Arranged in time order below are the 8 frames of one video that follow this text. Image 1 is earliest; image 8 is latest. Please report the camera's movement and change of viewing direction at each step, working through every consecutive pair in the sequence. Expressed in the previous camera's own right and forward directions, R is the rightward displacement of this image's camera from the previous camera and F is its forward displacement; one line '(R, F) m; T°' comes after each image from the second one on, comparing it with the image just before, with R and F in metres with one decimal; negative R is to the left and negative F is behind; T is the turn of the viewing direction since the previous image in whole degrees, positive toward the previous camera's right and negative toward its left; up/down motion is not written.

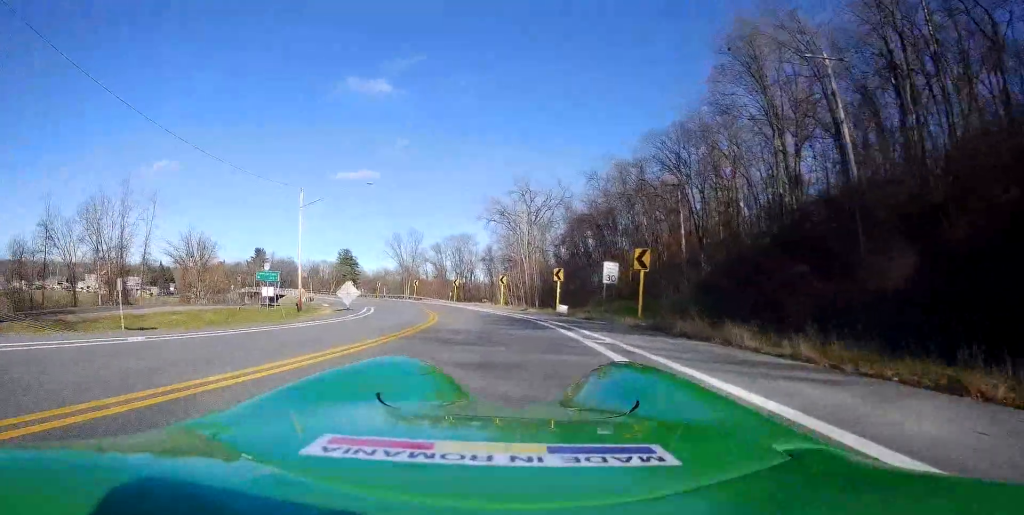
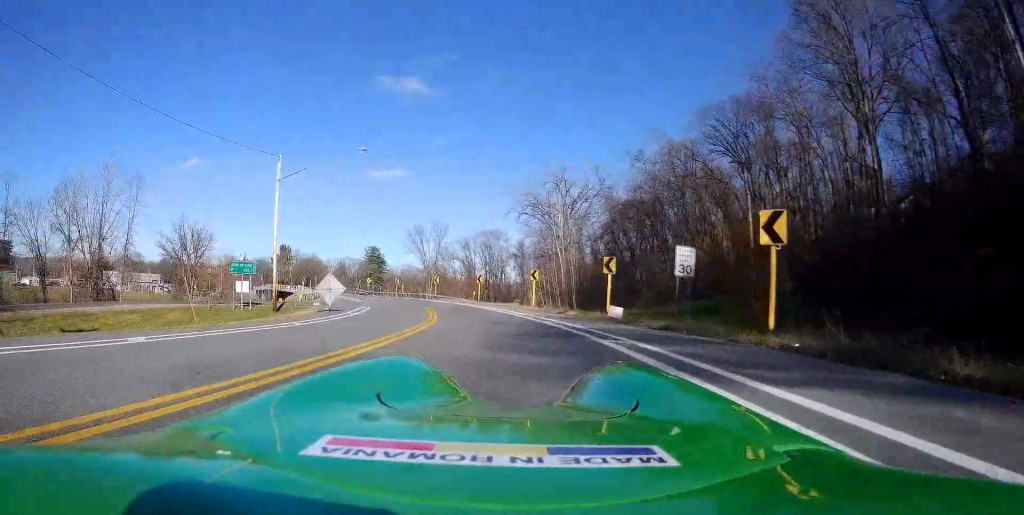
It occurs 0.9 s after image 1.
(-0.4, +9.8) m; -5°
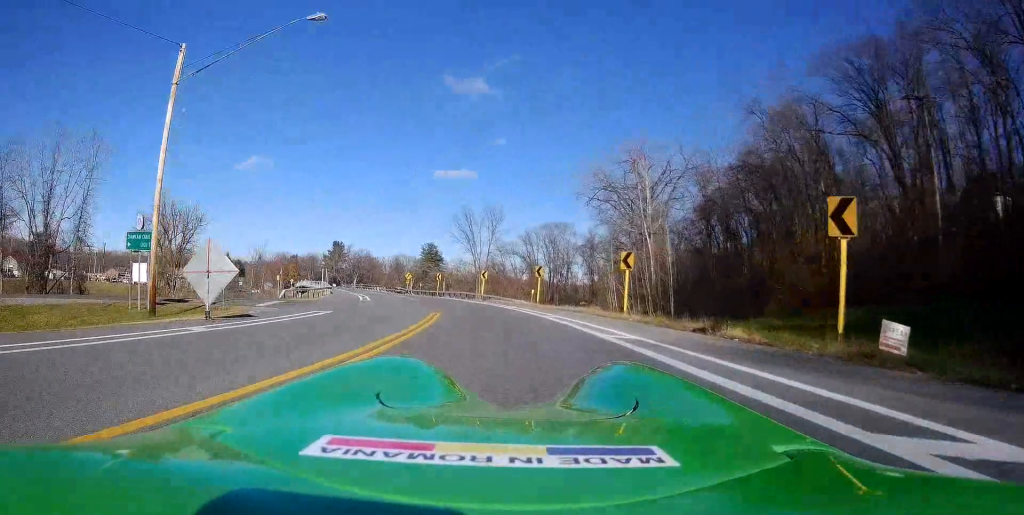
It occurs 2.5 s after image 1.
(-1.3, +16.3) m; -7°
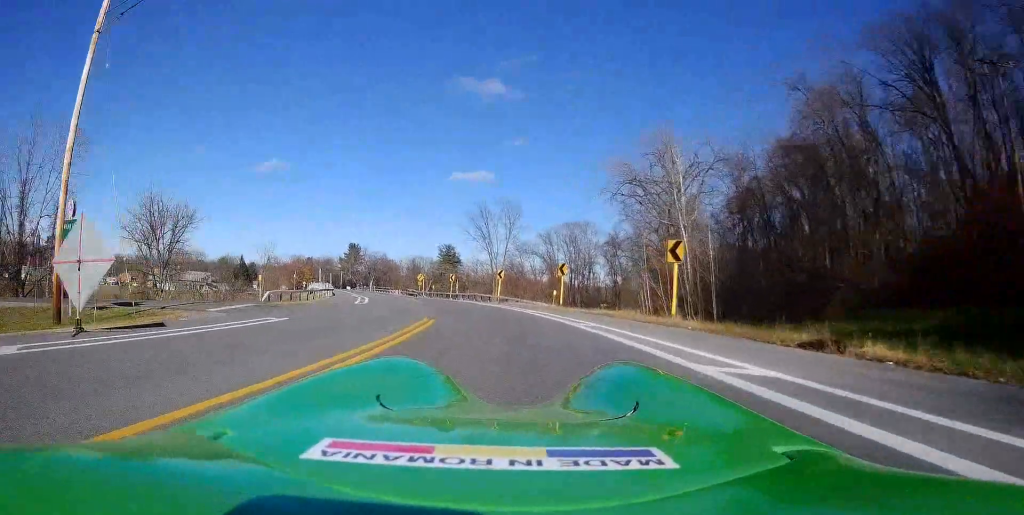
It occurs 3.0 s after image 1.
(0.0, +5.3) m; -1°
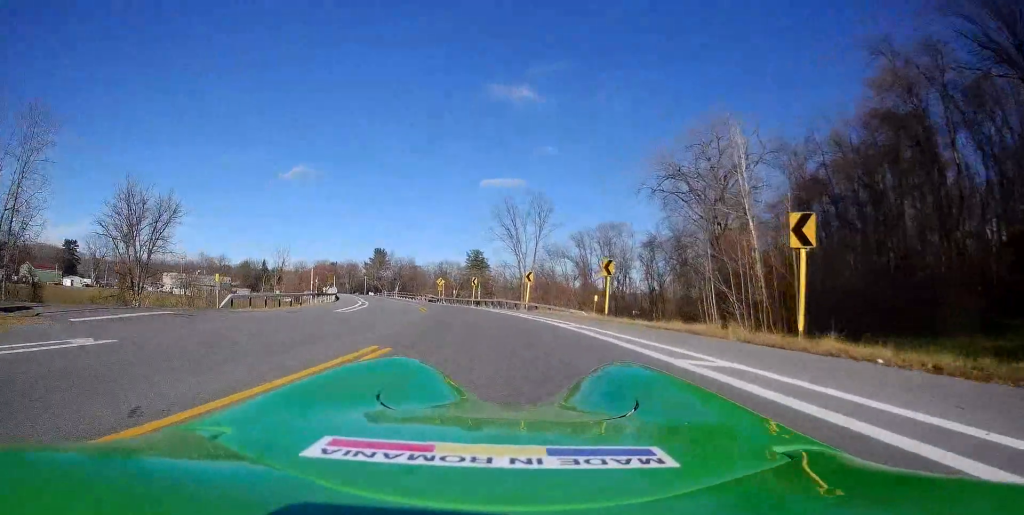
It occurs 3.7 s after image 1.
(-0.1, +7.9) m; -2°
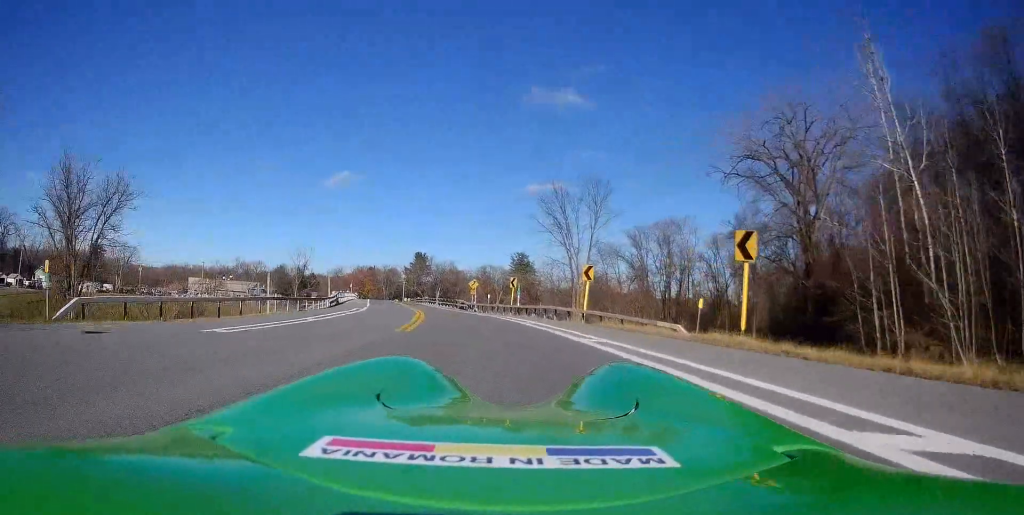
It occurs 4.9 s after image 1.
(-0.7, +12.7) m; -5°
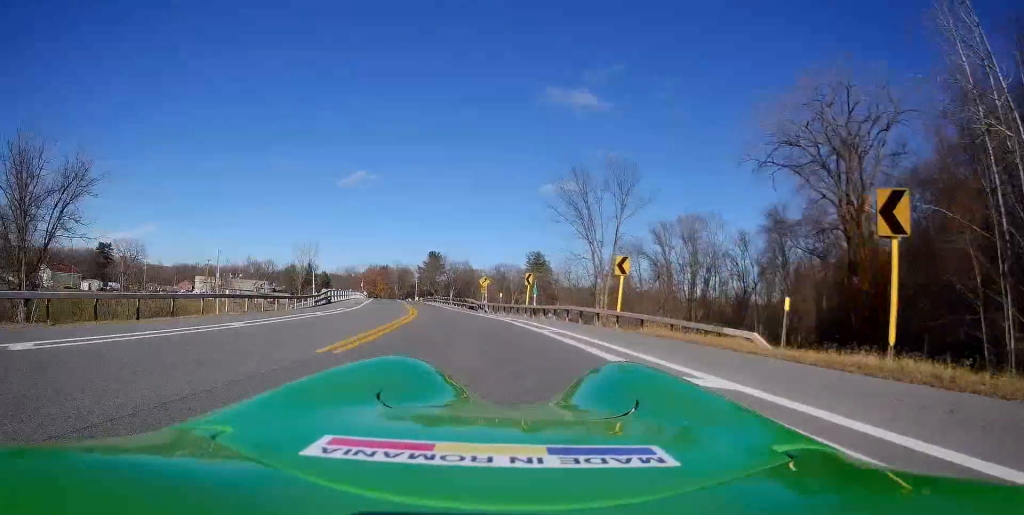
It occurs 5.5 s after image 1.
(-0.1, +5.7) m; -1°
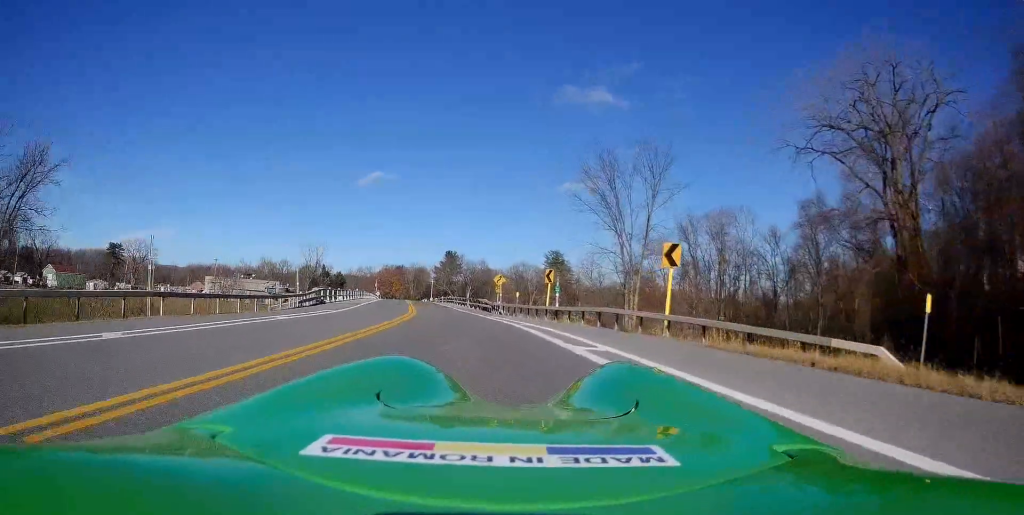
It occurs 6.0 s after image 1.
(0.0, +5.3) m; -1°
